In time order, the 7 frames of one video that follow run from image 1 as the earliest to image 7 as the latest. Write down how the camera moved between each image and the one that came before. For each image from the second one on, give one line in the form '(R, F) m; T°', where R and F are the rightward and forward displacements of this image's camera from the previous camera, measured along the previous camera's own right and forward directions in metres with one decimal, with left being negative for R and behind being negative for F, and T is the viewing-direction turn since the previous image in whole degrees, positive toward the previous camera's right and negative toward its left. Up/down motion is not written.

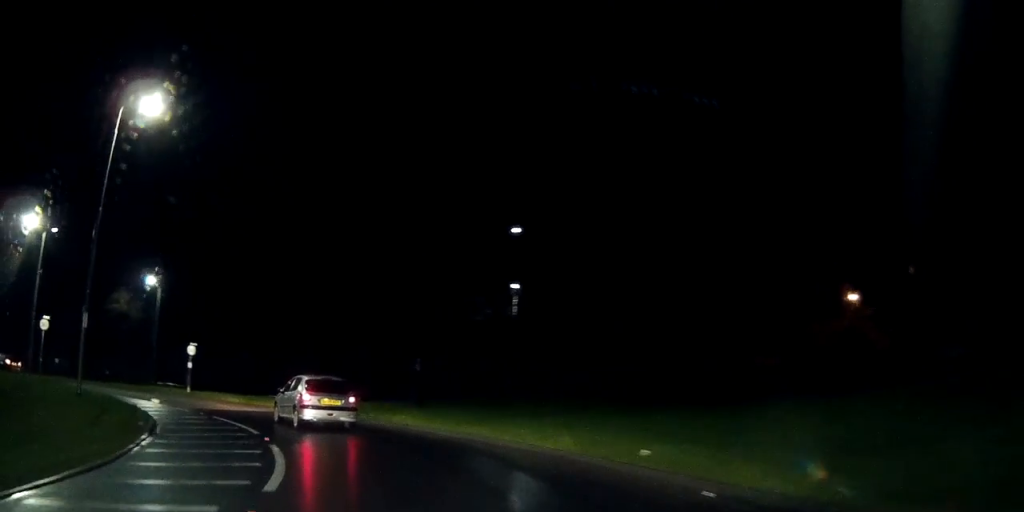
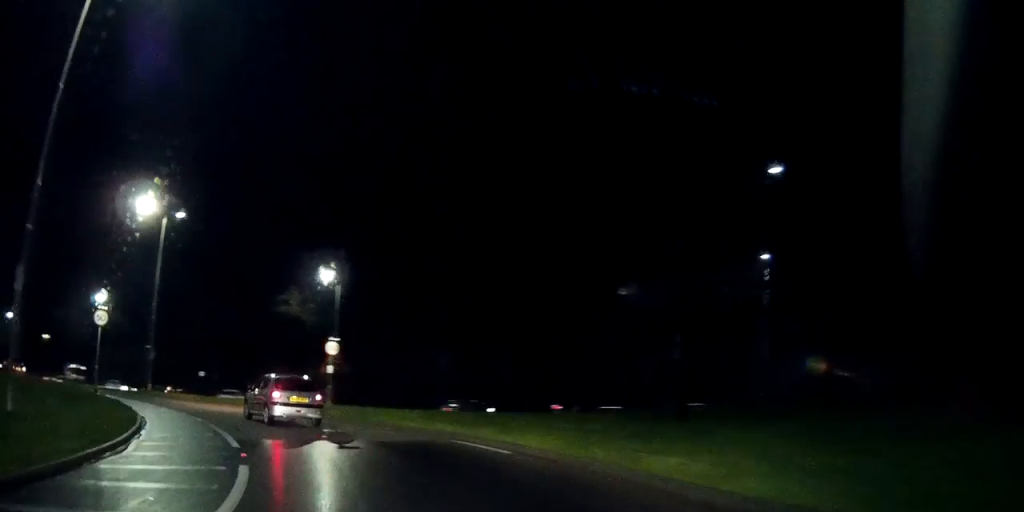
(-1.2, +11.5) m; -13°
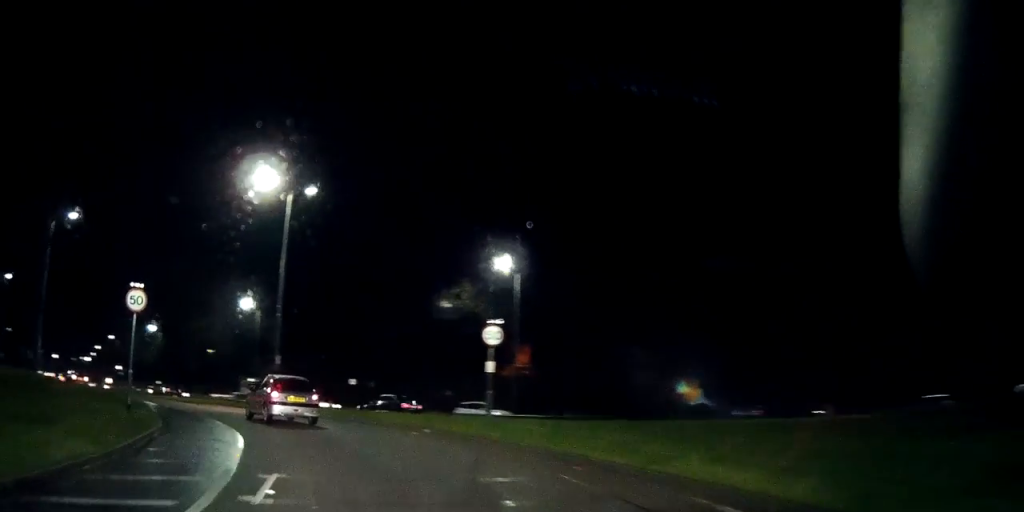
(-0.7, +8.5) m; -11°
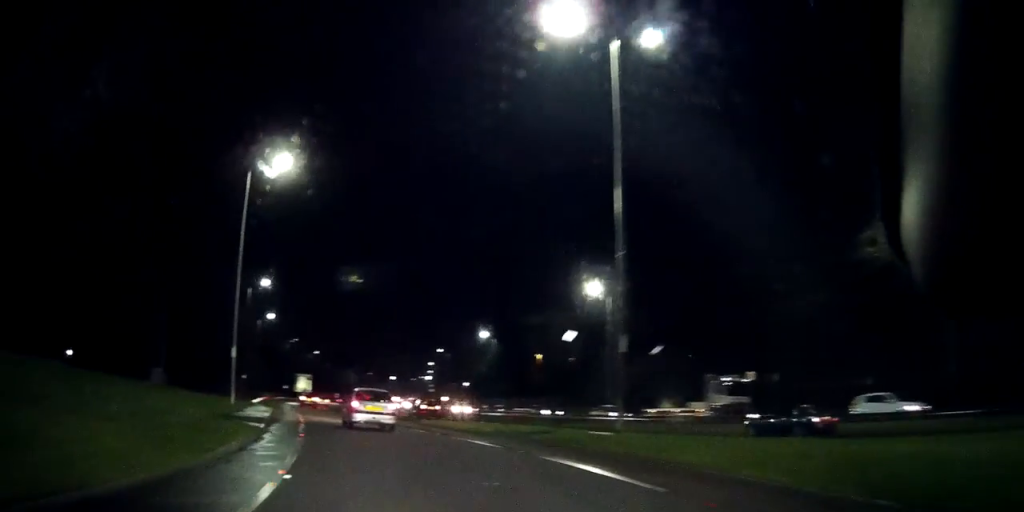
(-3.6, +16.8) m; -21°
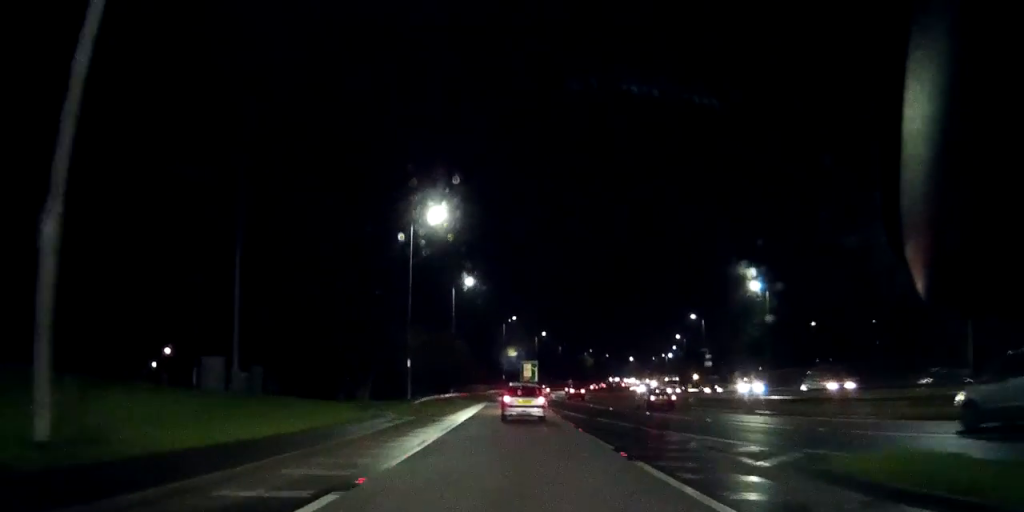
(-2.5, +23.1) m; -12°
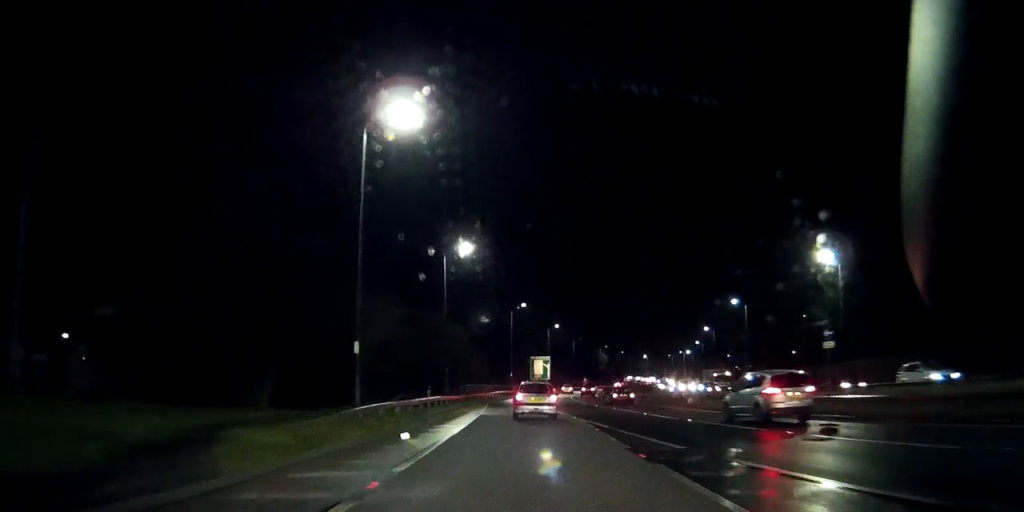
(-0.8, +14.8) m; -3°
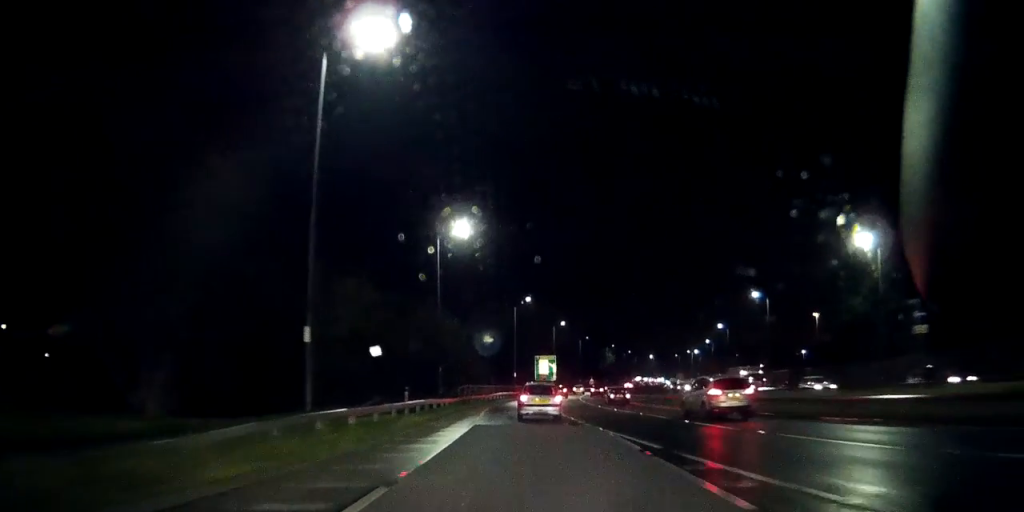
(0.0, +6.2) m; 0°
